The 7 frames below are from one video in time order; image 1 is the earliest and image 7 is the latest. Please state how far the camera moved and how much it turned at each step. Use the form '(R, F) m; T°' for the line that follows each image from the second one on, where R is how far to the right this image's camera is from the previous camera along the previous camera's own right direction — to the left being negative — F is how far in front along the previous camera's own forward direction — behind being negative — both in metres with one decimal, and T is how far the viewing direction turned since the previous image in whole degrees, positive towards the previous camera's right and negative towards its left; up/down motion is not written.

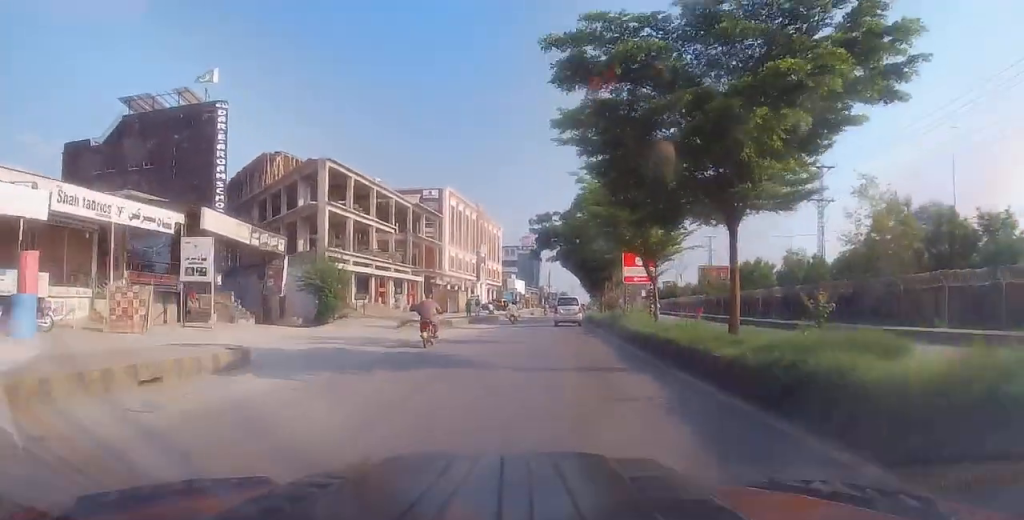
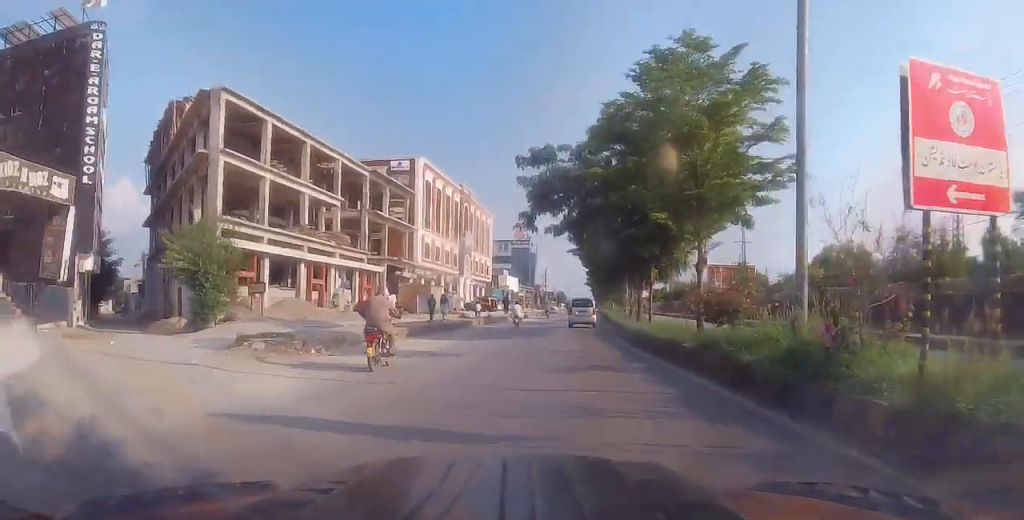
(+0.2, +18.1) m; +2°
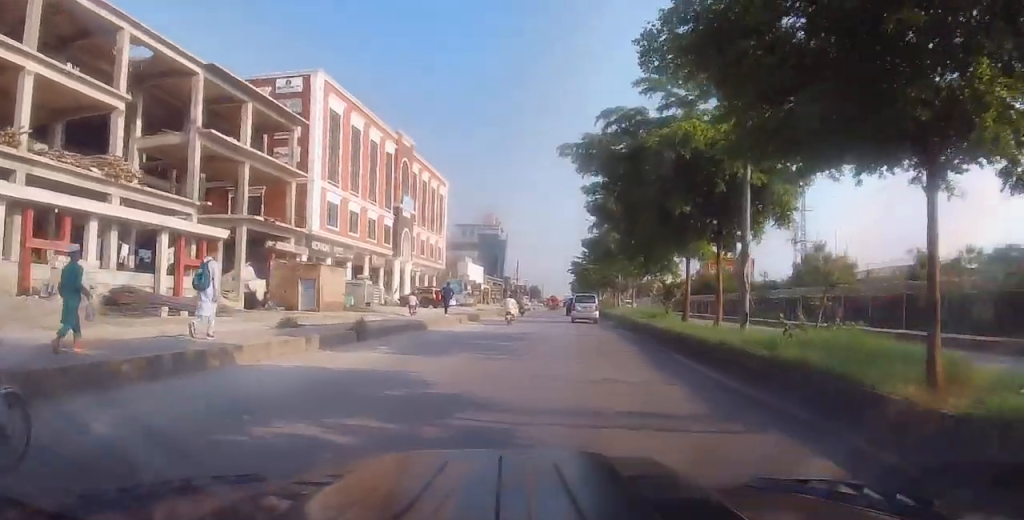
(+0.6, +26.2) m; +2°
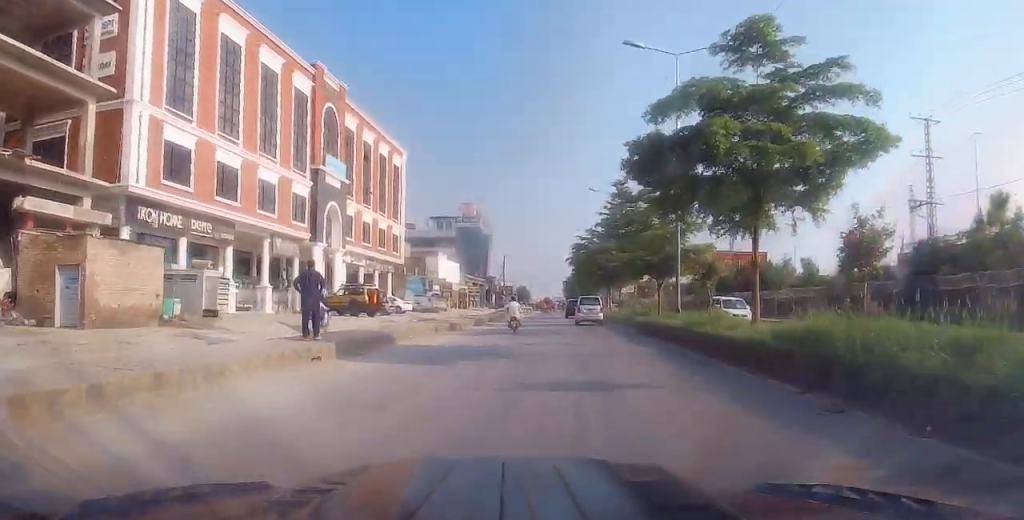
(+0.5, +21.0) m; +2°
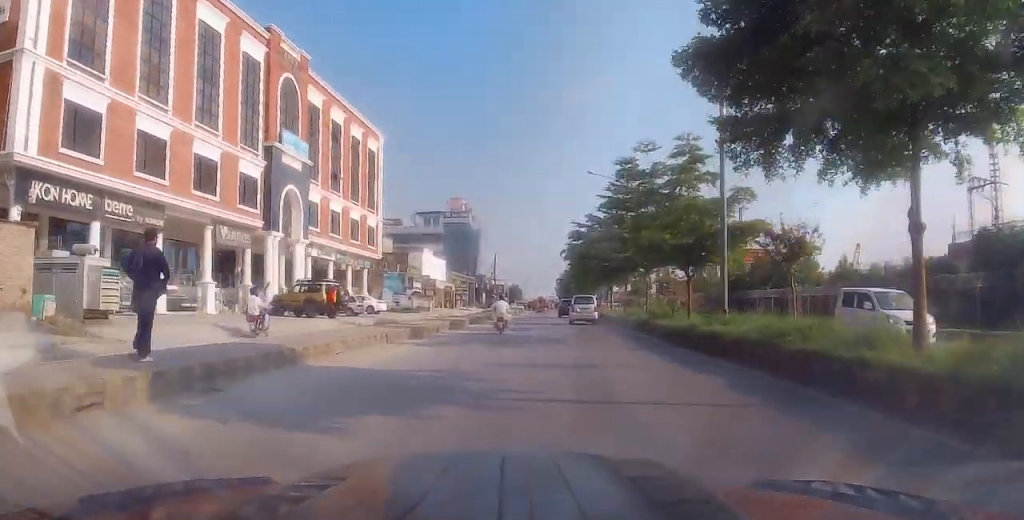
(+0.1, +6.7) m; 0°
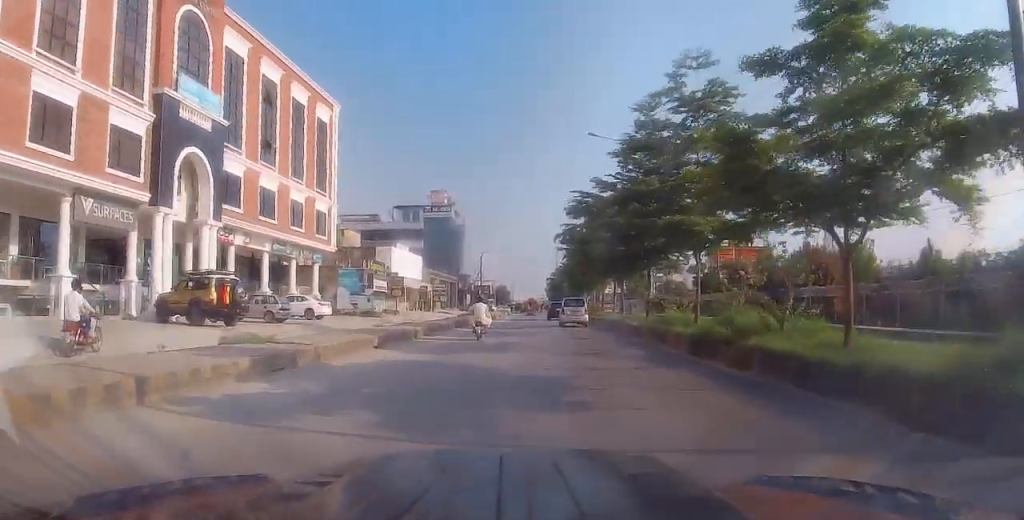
(-0.4, +11.1) m; 0°
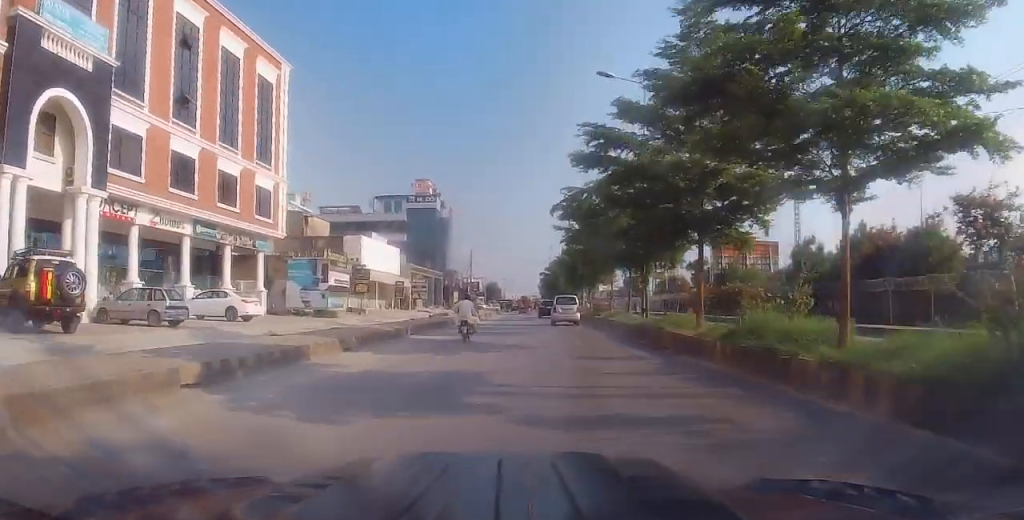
(+0.3, +9.4) m; +2°
